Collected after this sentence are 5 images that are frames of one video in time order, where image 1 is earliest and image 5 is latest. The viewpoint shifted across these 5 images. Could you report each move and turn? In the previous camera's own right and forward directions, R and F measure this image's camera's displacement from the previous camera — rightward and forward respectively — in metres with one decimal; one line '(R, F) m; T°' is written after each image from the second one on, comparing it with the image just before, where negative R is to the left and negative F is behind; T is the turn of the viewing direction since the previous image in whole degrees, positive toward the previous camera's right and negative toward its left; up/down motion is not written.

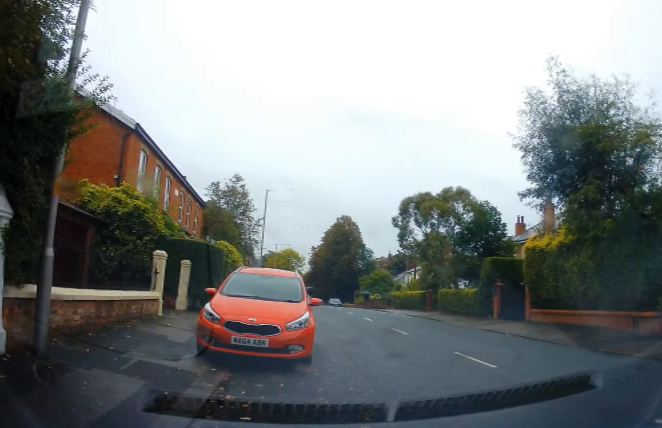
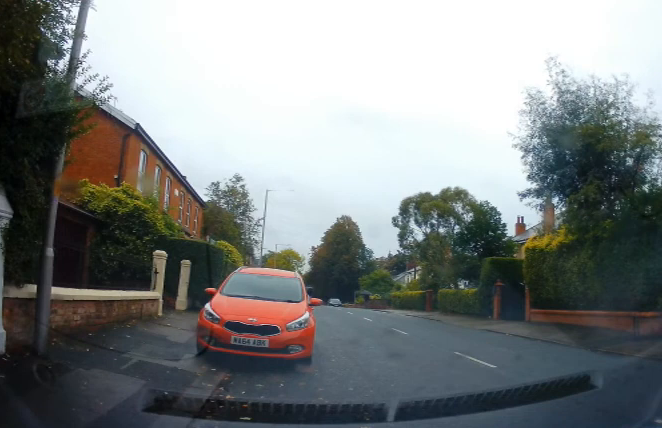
(0.0, 0.0) m; 0°
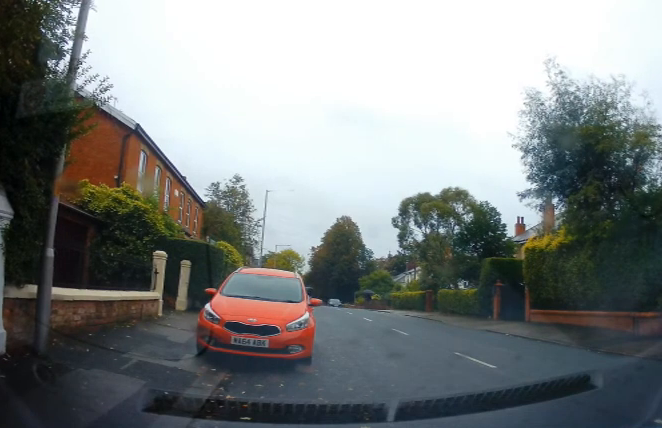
(0.0, 0.0) m; 0°
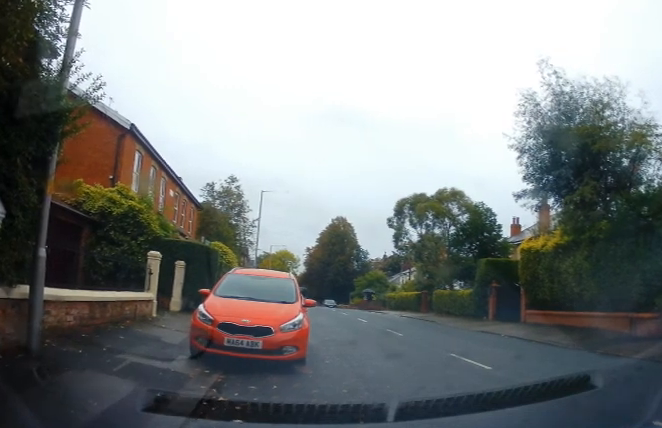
(0.0, +0.2) m; 0°
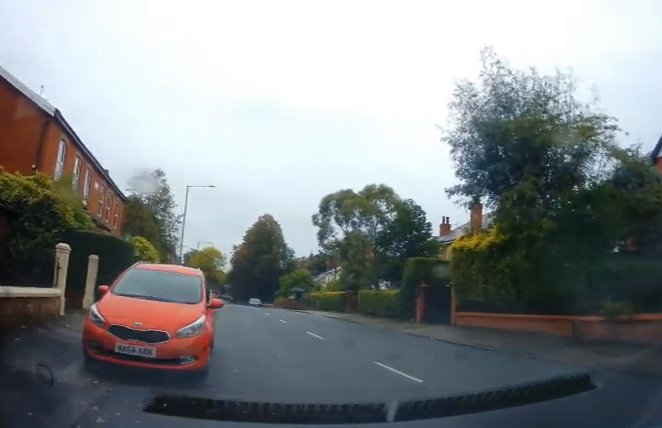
(+0.2, +1.0) m; +15°
